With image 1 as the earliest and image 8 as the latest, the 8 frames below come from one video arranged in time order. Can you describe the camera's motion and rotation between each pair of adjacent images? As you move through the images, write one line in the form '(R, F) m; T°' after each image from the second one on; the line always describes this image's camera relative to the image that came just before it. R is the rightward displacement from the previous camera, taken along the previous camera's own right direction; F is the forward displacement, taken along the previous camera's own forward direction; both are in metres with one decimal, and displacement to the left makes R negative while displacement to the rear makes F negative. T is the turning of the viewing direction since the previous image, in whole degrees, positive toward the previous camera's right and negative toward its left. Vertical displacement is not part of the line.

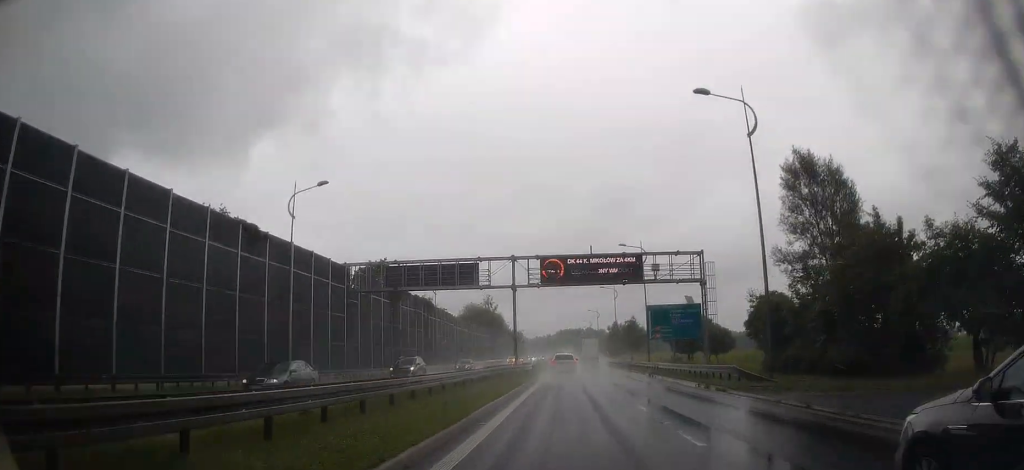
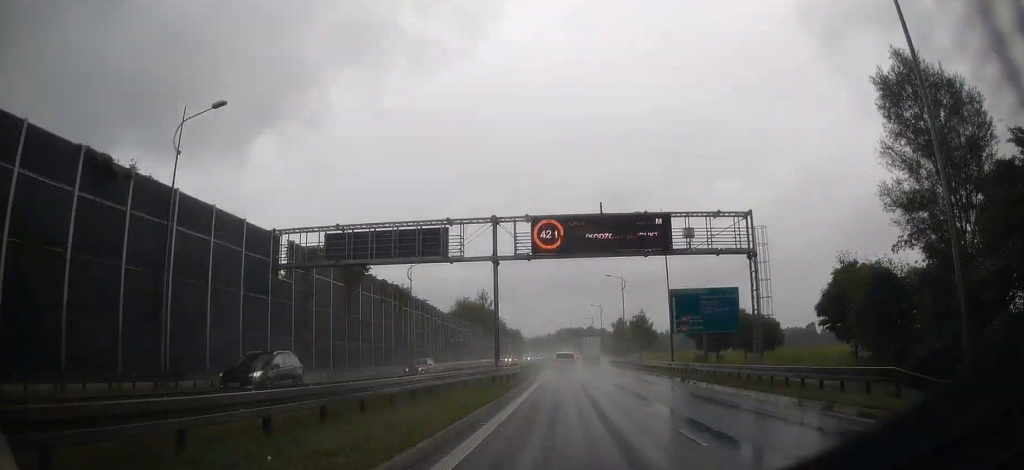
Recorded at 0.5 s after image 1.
(0.0, +11.9) m; 0°
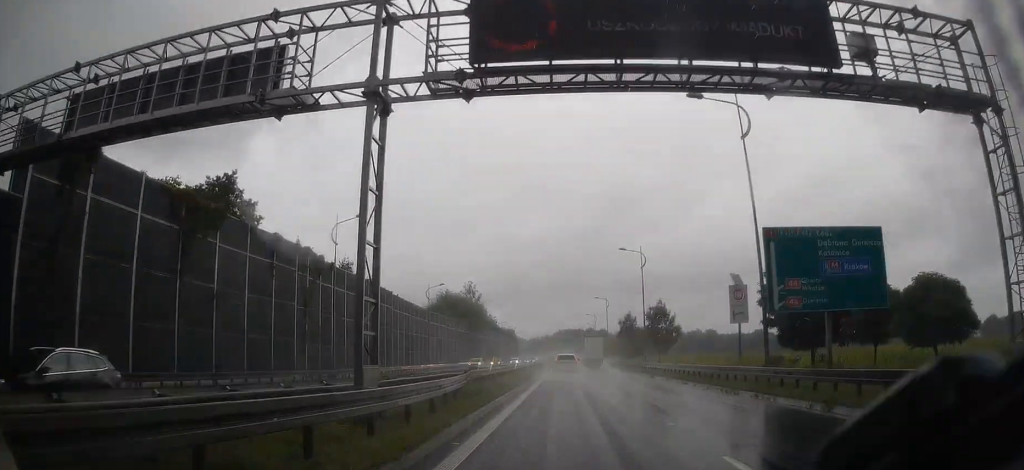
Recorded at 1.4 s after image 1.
(0.0, +20.7) m; 0°
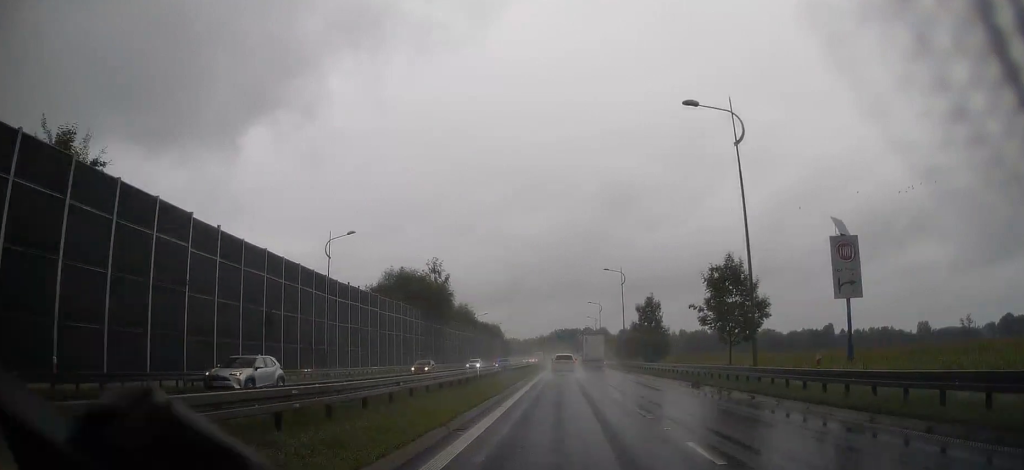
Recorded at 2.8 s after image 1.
(-0.2, +34.1) m; 0°
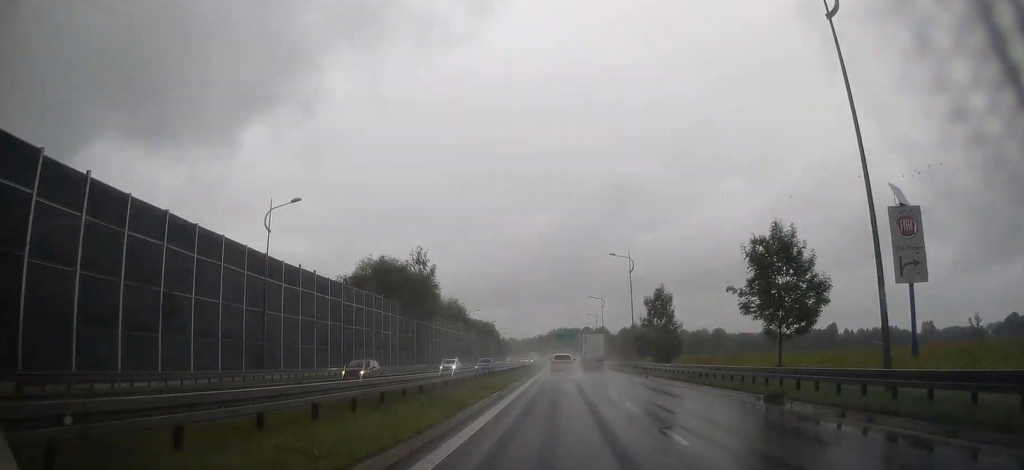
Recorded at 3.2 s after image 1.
(0.0, +10.3) m; 0°
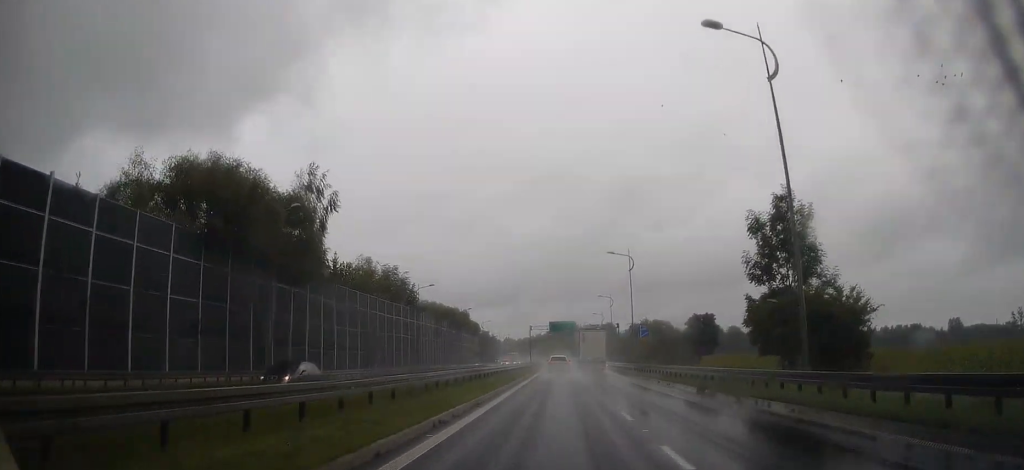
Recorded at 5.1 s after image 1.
(+0.1, +43.7) m; -1°
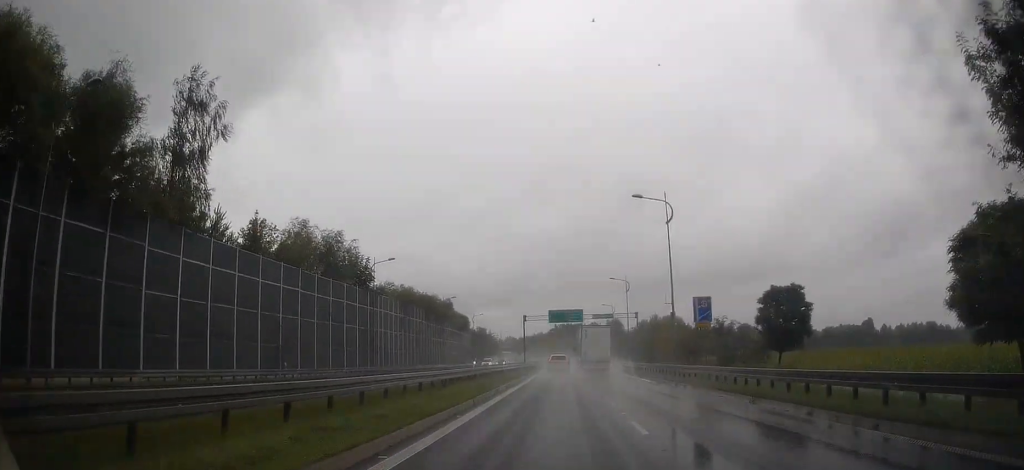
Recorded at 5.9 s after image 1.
(-0.4, +20.6) m; 0°
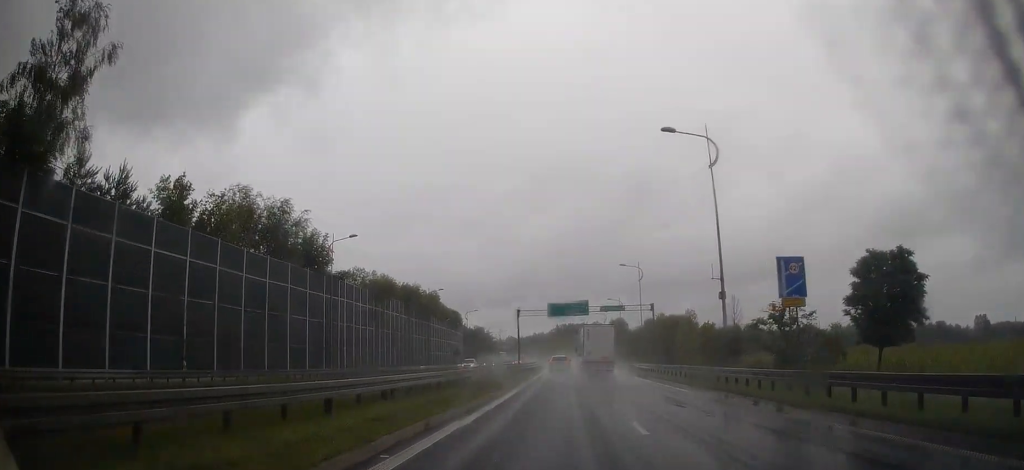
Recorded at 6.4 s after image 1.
(+0.1, +11.9) m; +1°
